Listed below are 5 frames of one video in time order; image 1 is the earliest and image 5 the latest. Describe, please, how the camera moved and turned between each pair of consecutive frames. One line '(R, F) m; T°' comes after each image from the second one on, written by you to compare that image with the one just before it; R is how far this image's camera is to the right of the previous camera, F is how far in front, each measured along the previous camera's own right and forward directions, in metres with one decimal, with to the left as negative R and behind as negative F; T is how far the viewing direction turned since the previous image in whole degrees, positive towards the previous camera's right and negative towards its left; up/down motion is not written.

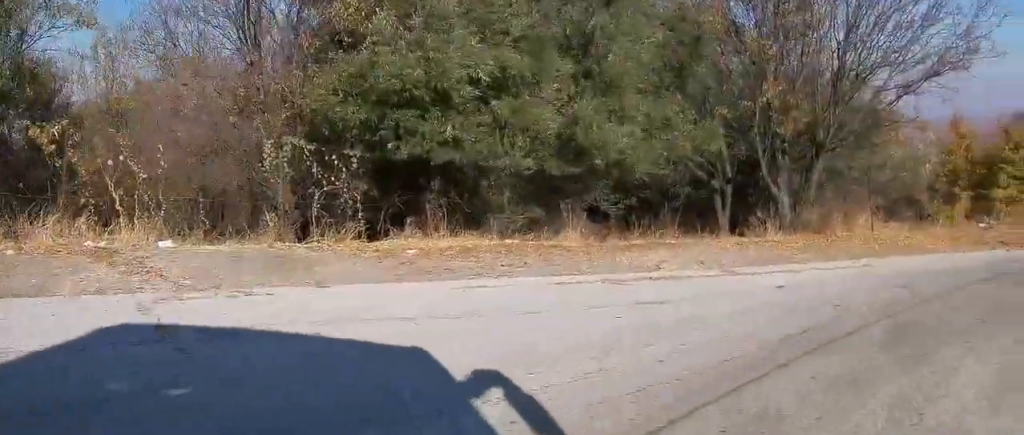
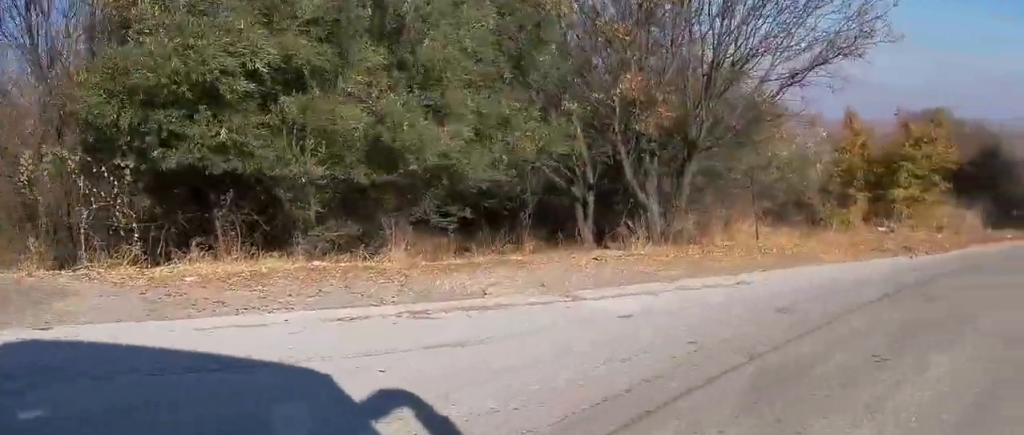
(+0.3, +2.3) m; +4°
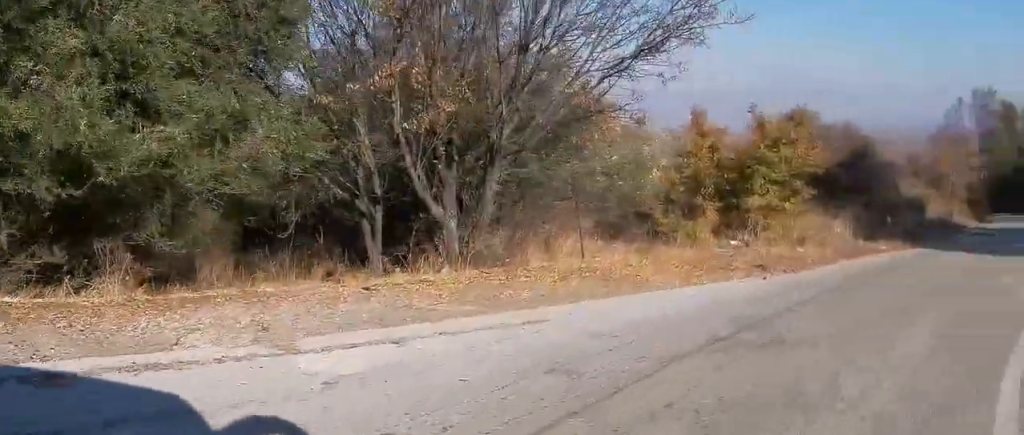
(+0.2, +3.0) m; +5°
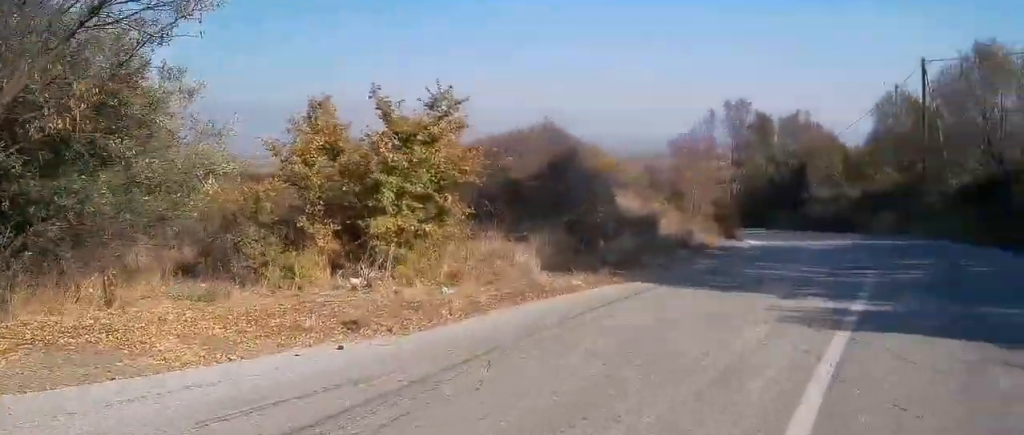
(+0.1, +5.7) m; +14°
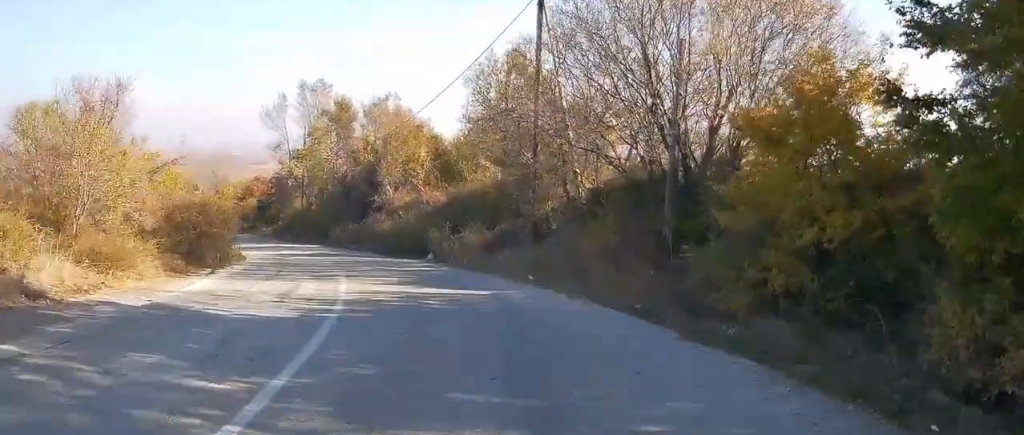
(+7.2, +15.6) m; +33°
